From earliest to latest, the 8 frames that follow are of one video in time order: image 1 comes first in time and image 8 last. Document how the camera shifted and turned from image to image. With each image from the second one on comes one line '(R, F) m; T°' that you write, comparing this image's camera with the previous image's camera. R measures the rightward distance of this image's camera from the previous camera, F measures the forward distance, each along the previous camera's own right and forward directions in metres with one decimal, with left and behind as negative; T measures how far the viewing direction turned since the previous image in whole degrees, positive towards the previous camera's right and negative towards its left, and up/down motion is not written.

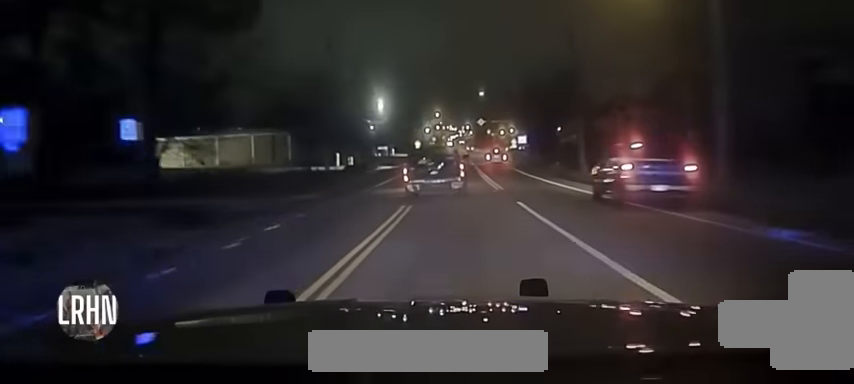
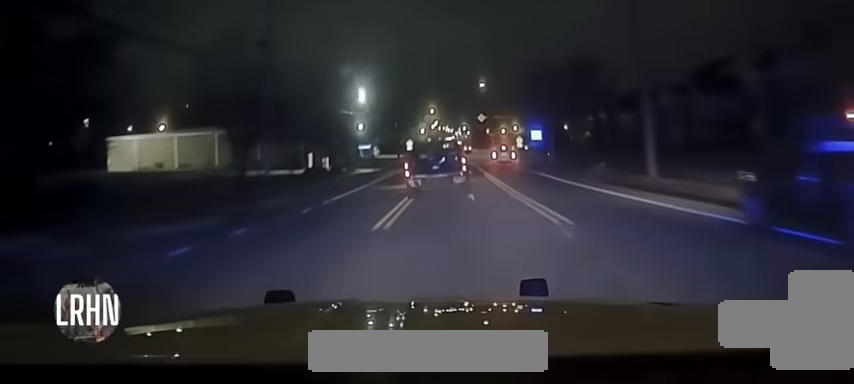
(+0.1, +16.5) m; 0°
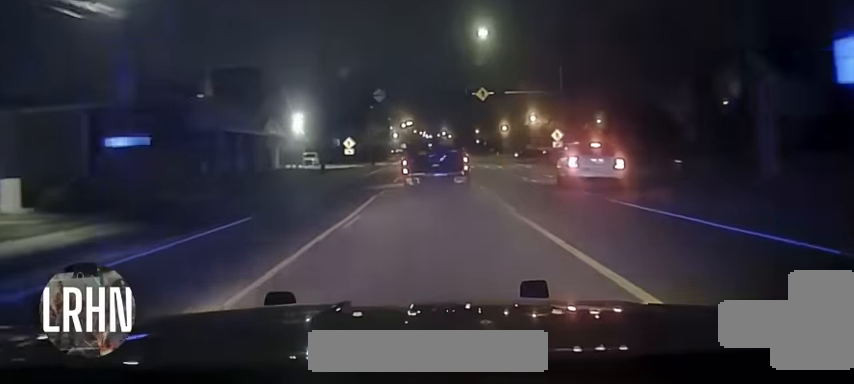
(+0.9, +59.4) m; +2°
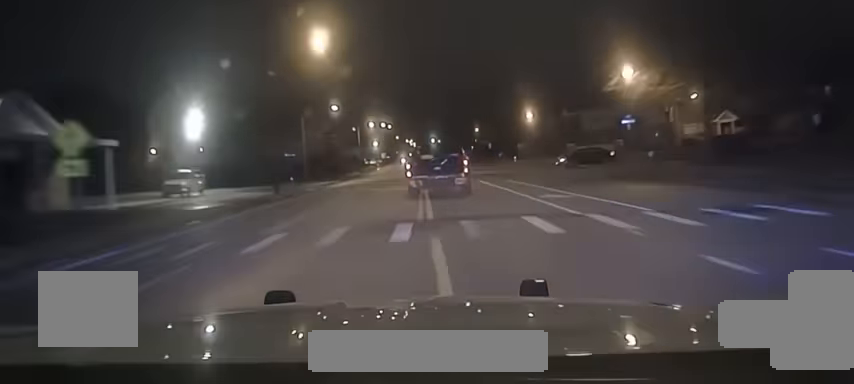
(+0.1, +57.2) m; 0°
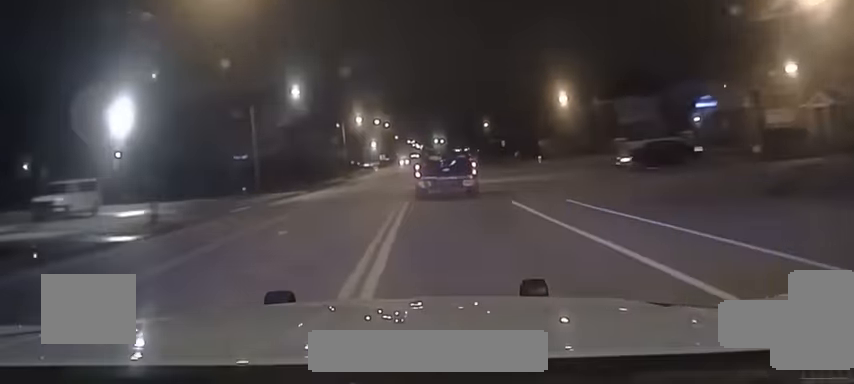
(0.0, +20.4) m; 0°
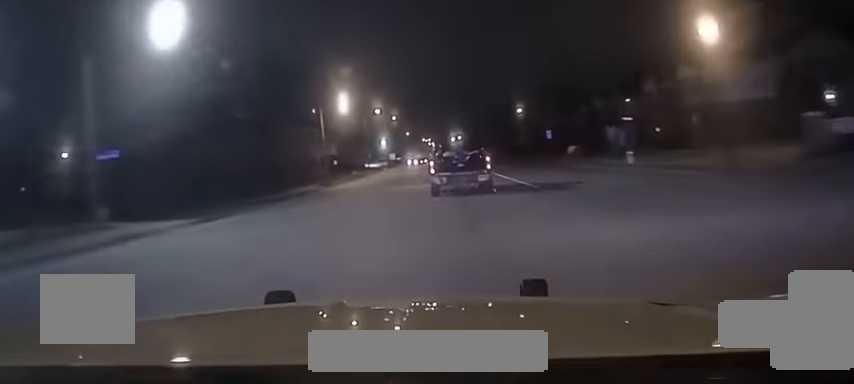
(0.0, +23.9) m; 0°
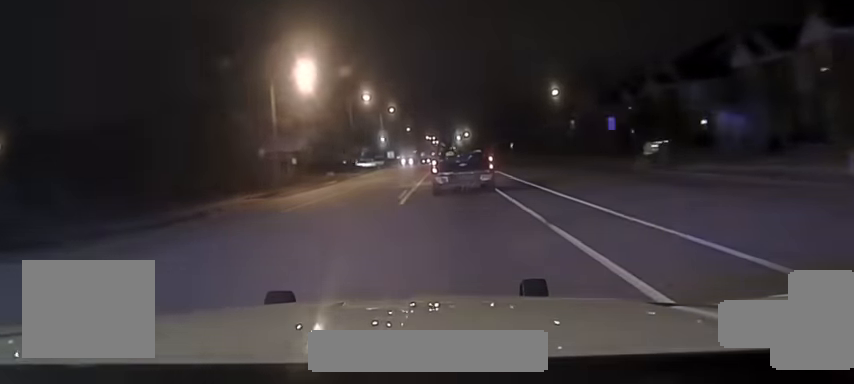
(-0.1, +19.6) m; -1°
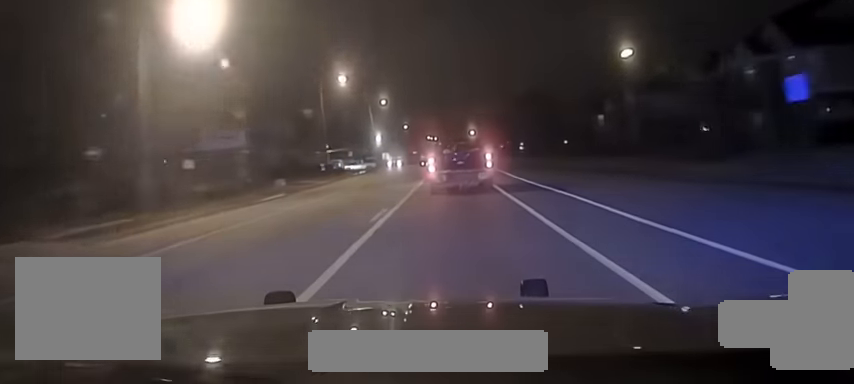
(-0.1, +20.4) m; -1°
